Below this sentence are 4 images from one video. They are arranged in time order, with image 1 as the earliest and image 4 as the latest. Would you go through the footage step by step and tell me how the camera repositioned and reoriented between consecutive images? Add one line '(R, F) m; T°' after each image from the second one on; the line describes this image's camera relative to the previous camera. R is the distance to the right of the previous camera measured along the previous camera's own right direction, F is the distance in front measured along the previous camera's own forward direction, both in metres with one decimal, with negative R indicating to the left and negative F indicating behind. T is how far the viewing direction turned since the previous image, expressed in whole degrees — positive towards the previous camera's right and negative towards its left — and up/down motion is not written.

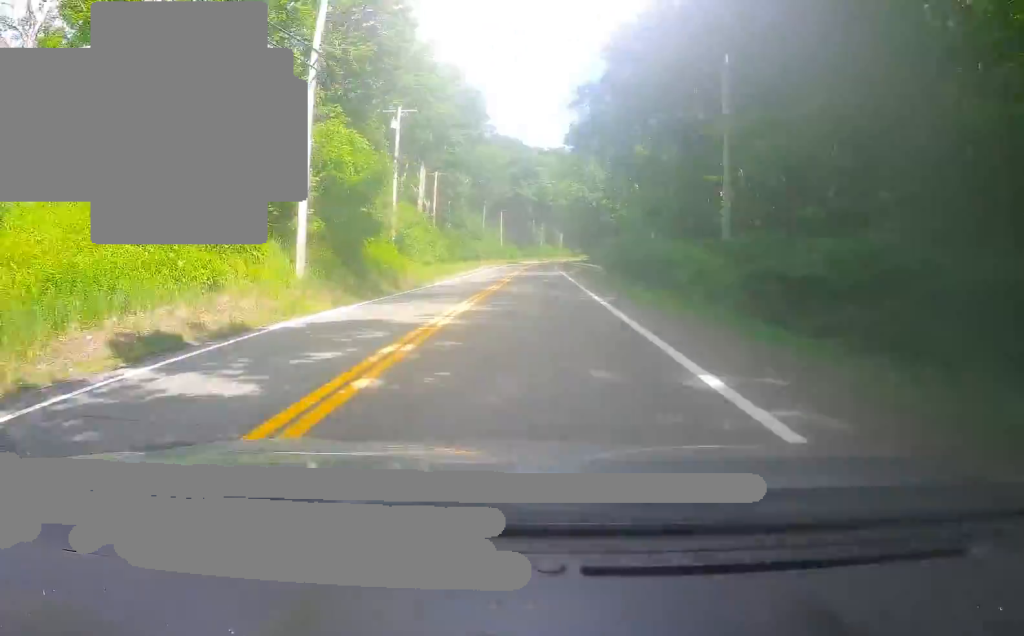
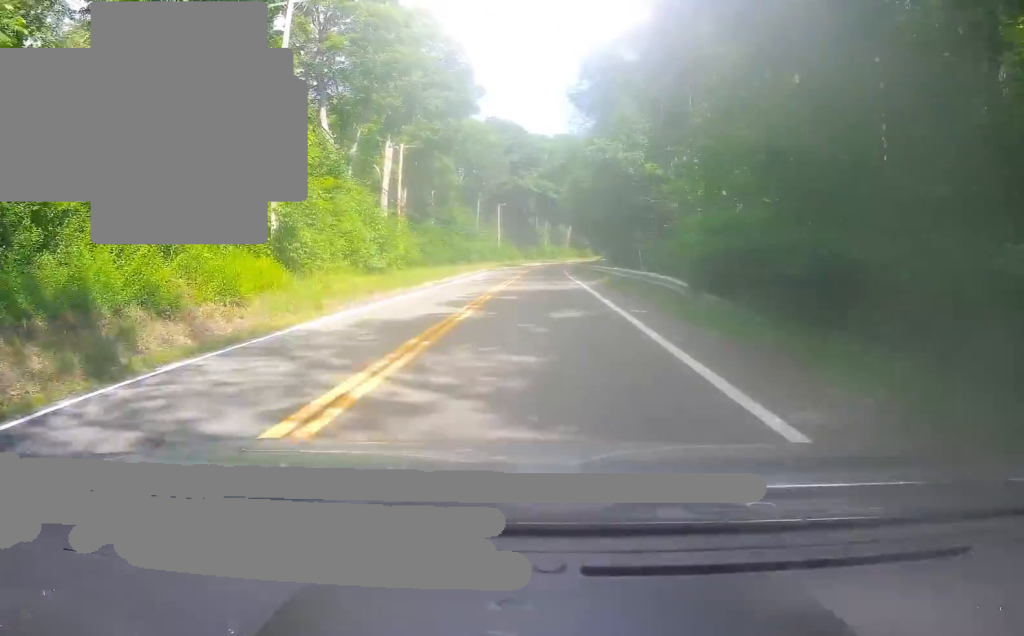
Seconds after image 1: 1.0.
(-0.2, +21.7) m; +1°
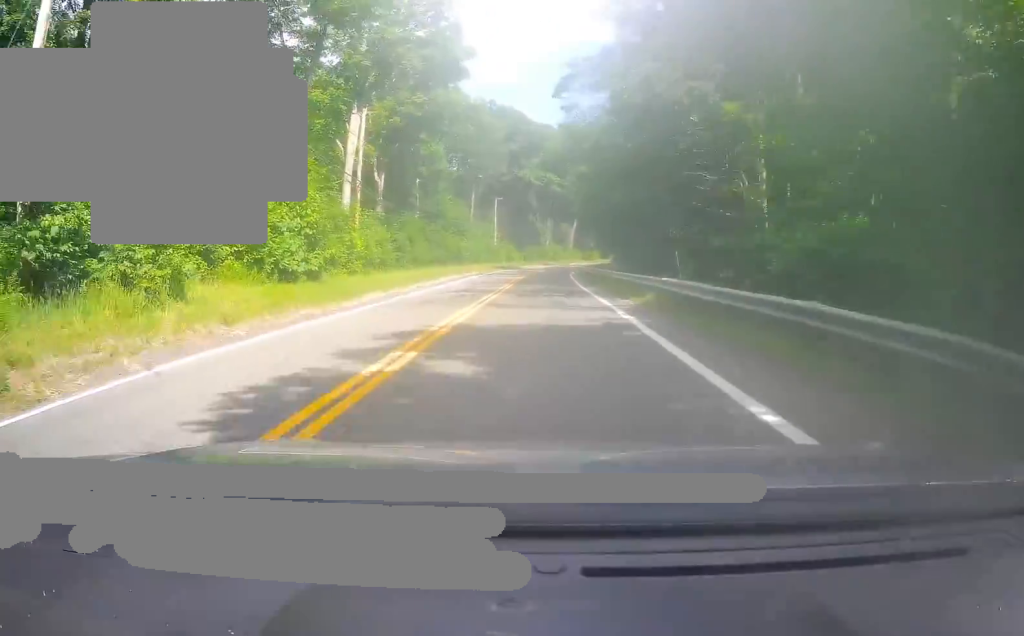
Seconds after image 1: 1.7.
(+0.3, +13.8) m; 0°
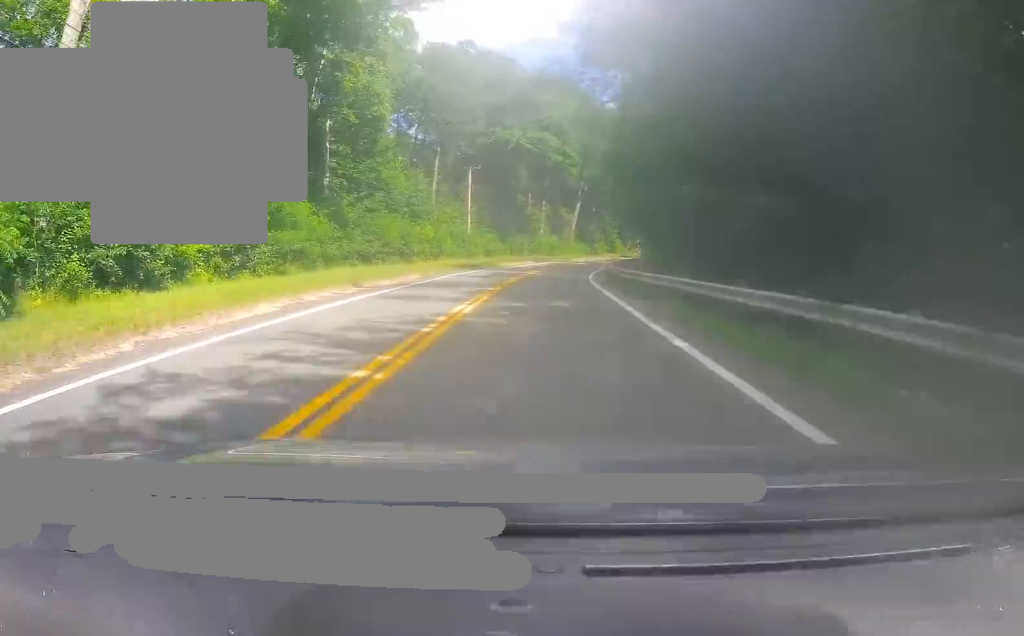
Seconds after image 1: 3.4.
(-0.2, +34.6) m; 0°
